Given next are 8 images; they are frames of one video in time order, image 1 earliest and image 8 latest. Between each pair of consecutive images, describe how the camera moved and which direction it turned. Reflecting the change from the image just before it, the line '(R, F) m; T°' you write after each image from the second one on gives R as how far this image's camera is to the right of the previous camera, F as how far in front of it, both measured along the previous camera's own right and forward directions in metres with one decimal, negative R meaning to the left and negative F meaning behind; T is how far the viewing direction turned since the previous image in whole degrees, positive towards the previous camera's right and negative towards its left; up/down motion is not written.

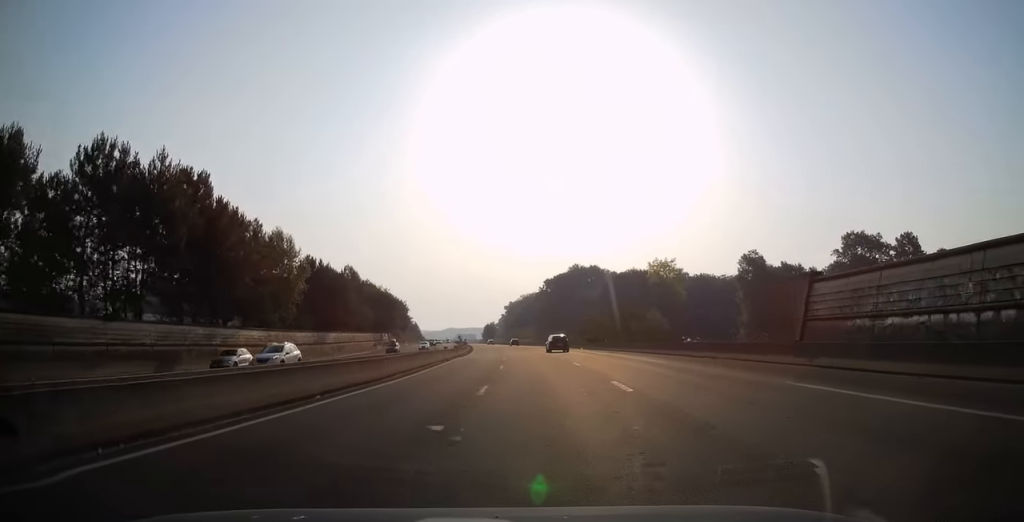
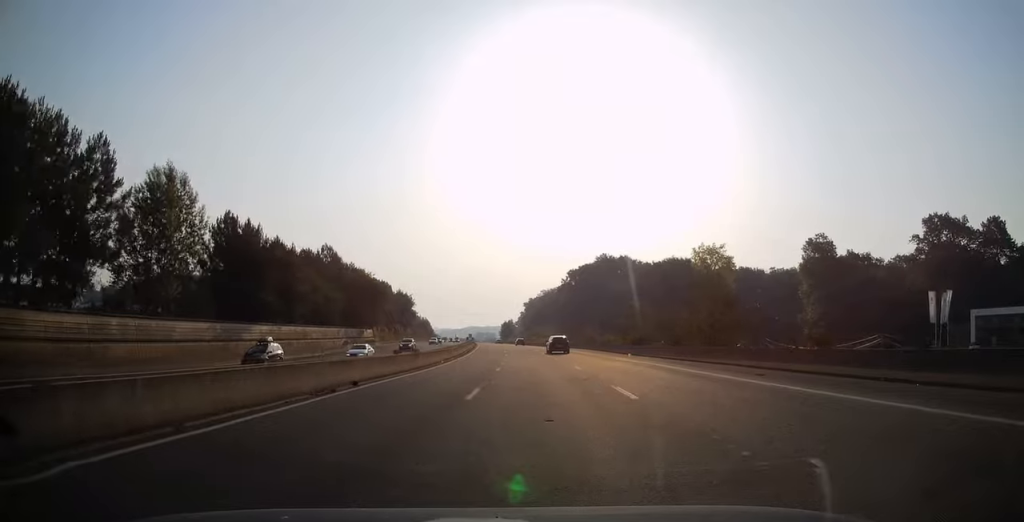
(-0.4, +27.3) m; -2°
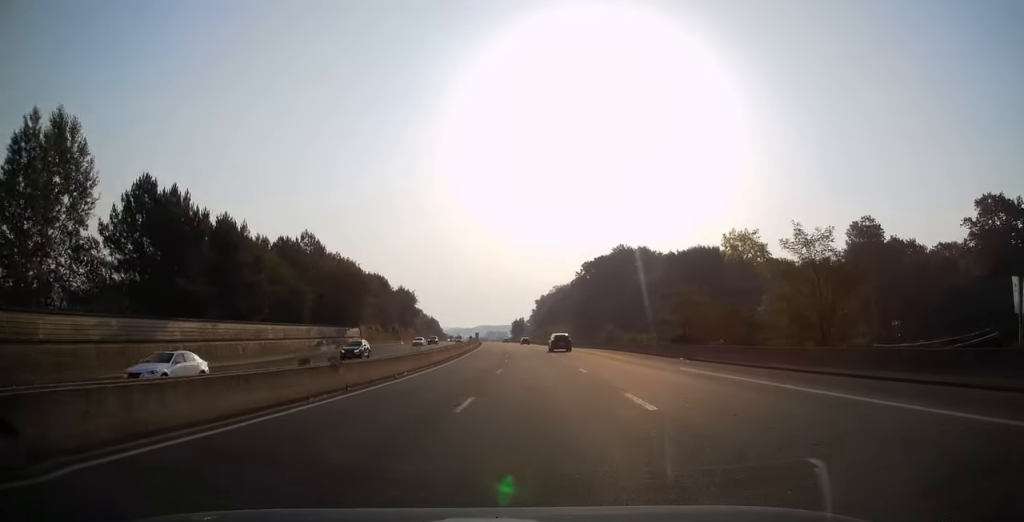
(-0.1, +14.9) m; -1°
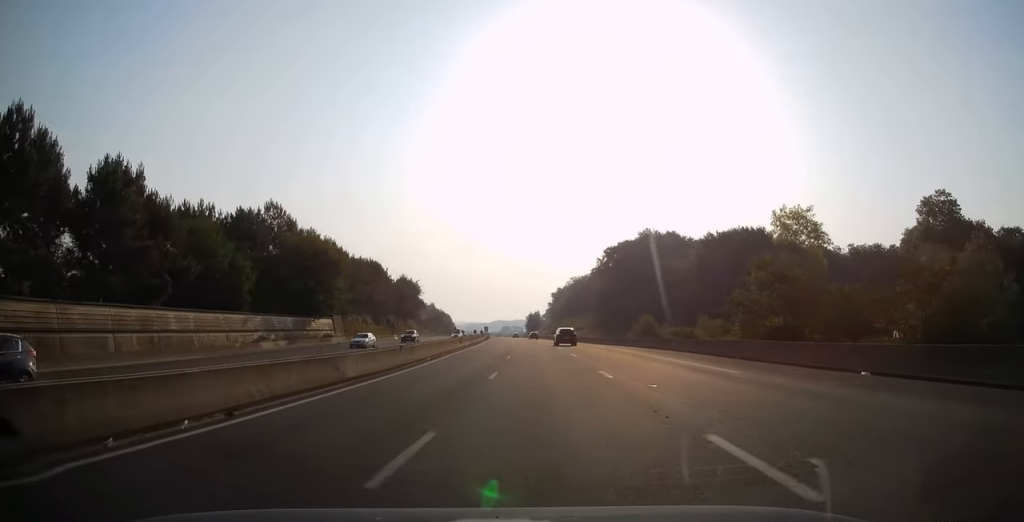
(-0.1, +19.1) m; -2°
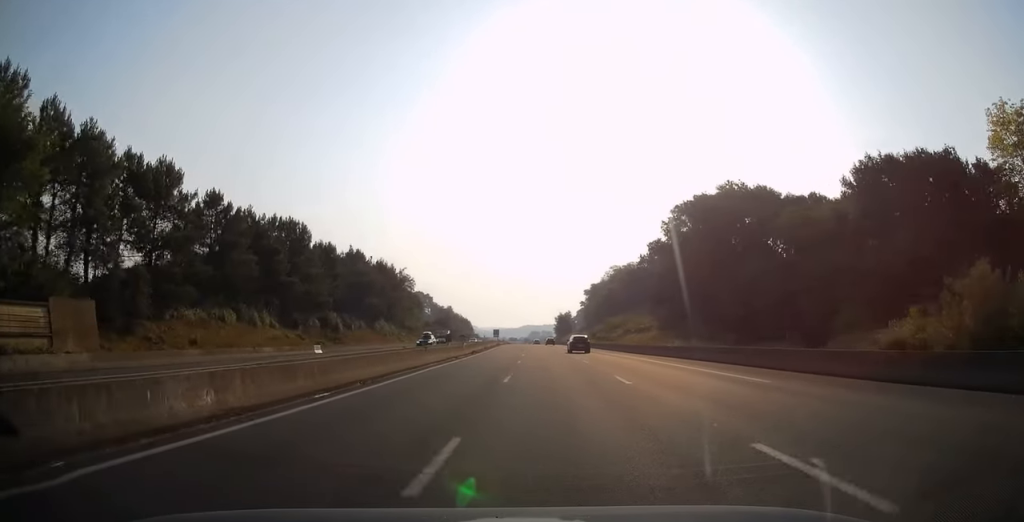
(-1.5, +52.0) m; -2°
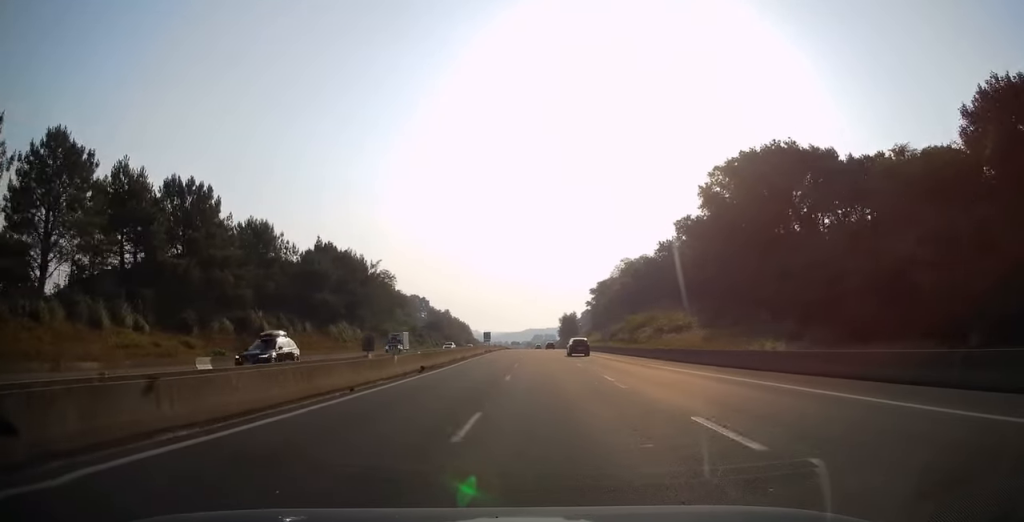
(0.0, +23.2) m; 0°
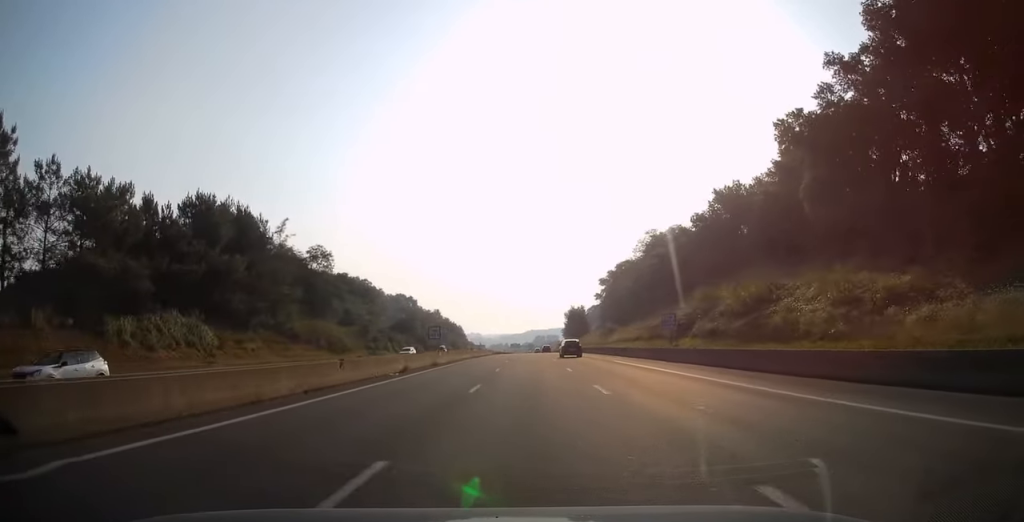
(0.0, +43.3) m; 0°
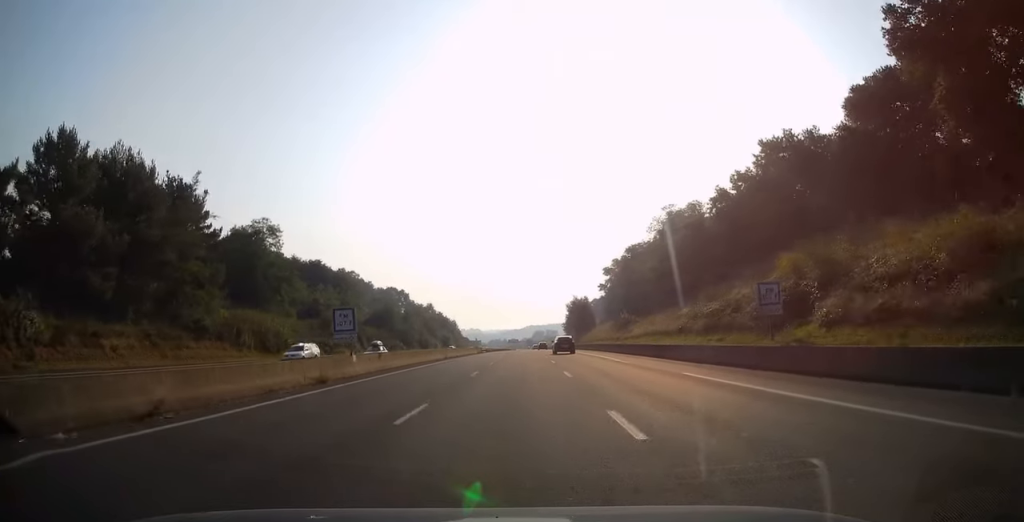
(0.0, +20.1) m; 0°
